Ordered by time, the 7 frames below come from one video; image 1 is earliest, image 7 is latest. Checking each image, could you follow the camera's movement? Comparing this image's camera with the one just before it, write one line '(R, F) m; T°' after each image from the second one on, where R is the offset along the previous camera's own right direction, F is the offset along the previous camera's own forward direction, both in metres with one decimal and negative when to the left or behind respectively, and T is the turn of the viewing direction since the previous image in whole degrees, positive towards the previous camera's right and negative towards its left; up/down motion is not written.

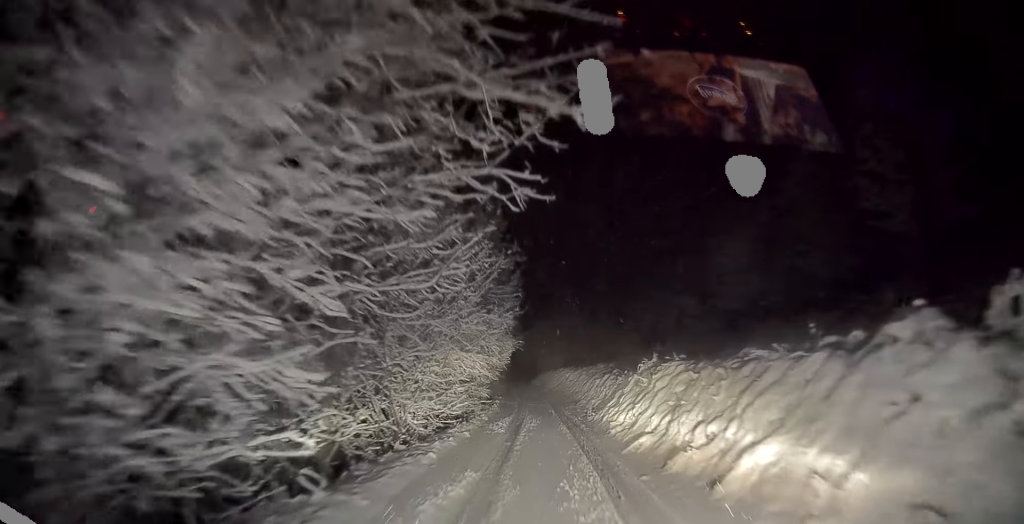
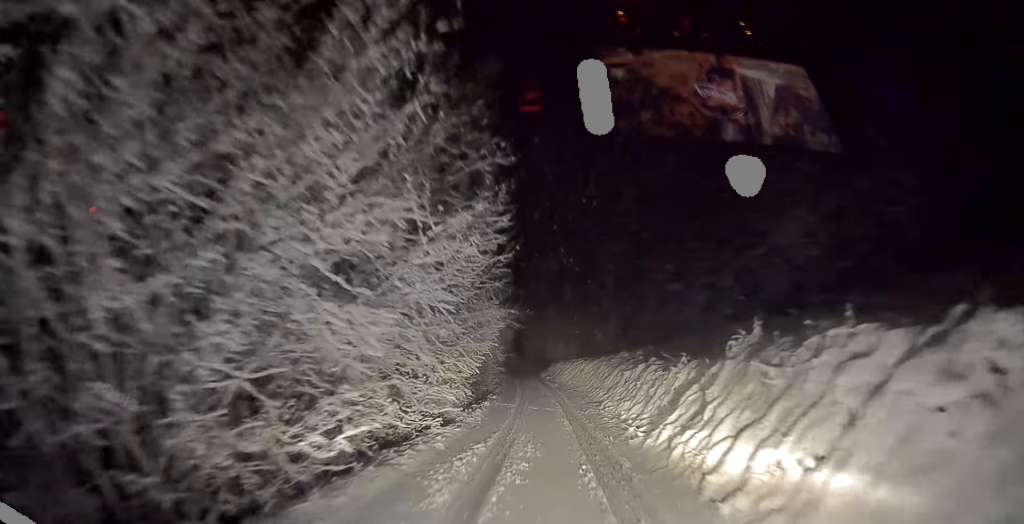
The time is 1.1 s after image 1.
(-0.4, +7.5) m; -3°
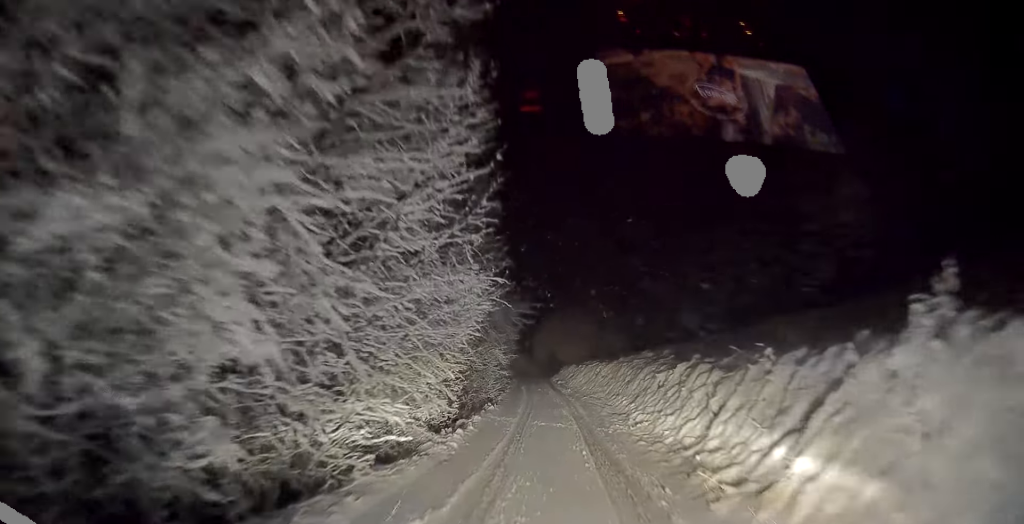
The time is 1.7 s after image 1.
(-0.2, +4.7) m; +1°
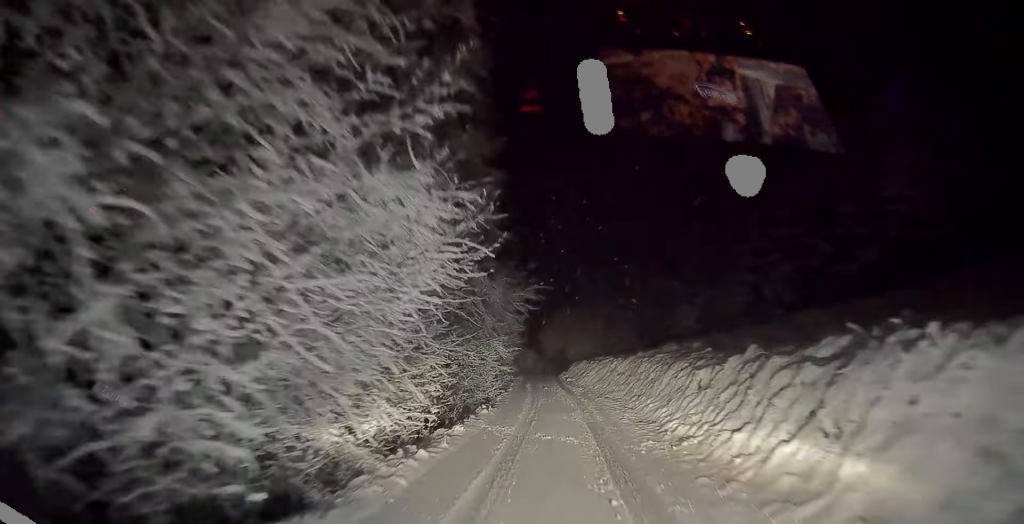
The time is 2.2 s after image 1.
(+0.2, +4.0) m; 0°
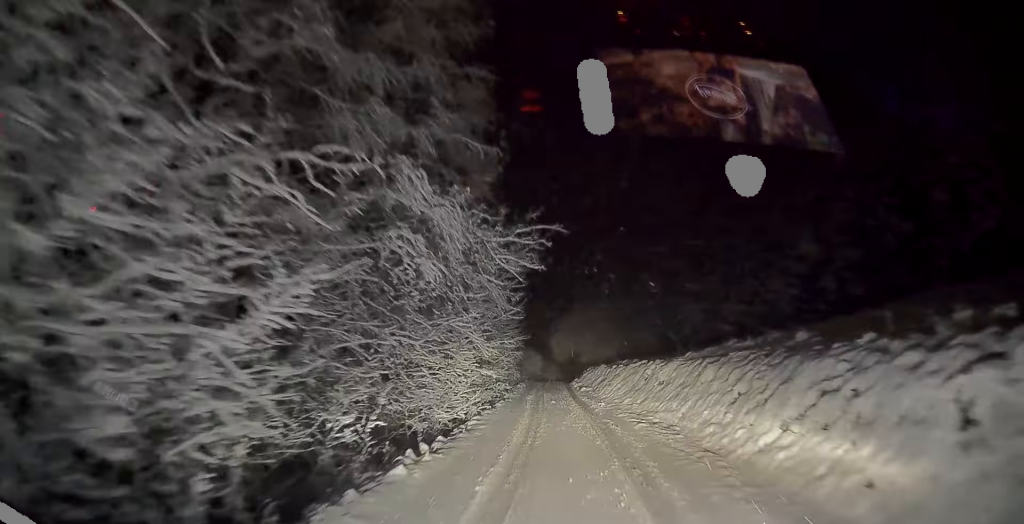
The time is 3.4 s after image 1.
(-0.1, +9.1) m; -2°
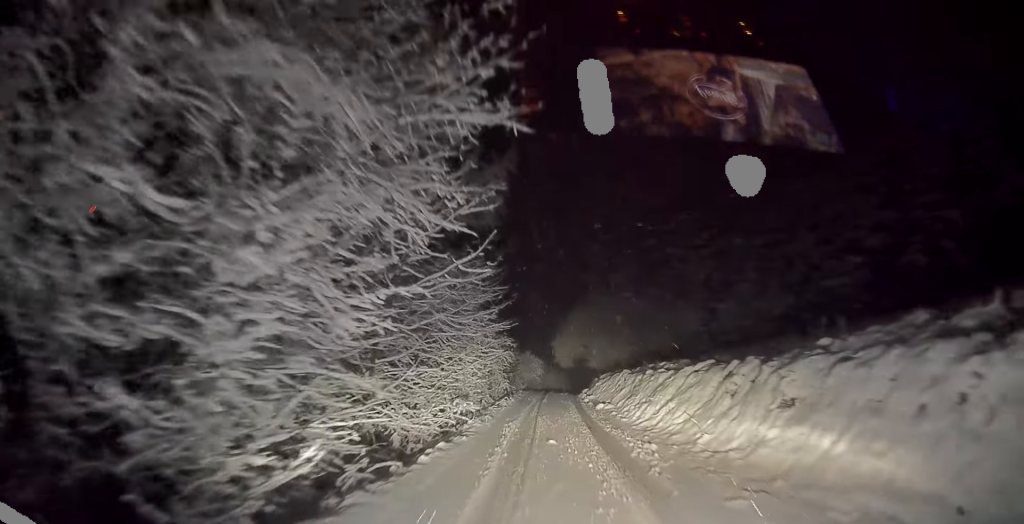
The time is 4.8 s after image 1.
(-0.1, +10.4) m; -1°
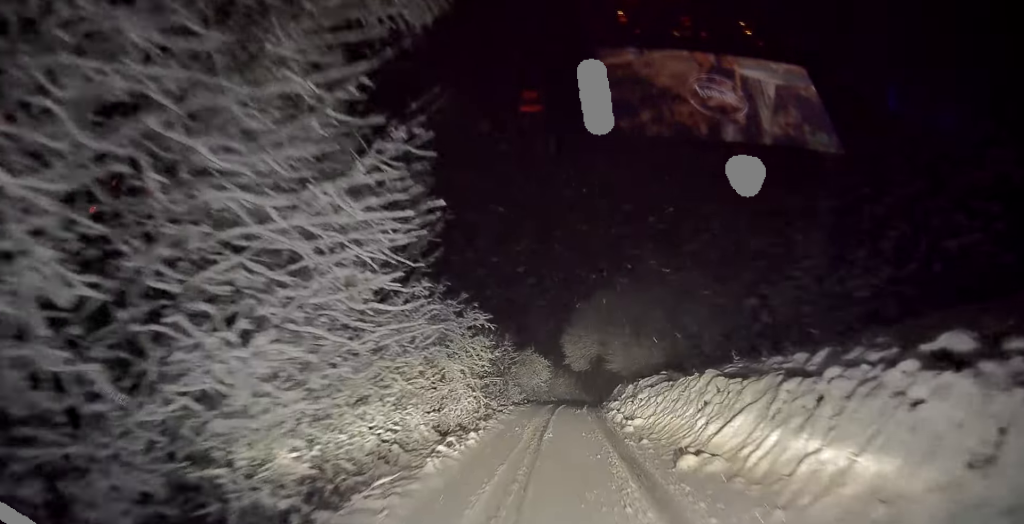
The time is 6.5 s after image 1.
(-0.4, +12.8) m; -2°
